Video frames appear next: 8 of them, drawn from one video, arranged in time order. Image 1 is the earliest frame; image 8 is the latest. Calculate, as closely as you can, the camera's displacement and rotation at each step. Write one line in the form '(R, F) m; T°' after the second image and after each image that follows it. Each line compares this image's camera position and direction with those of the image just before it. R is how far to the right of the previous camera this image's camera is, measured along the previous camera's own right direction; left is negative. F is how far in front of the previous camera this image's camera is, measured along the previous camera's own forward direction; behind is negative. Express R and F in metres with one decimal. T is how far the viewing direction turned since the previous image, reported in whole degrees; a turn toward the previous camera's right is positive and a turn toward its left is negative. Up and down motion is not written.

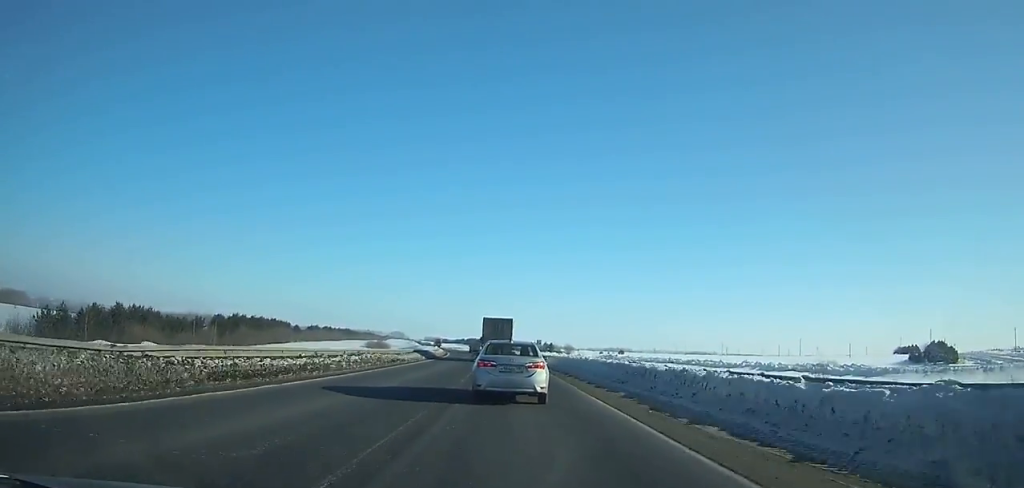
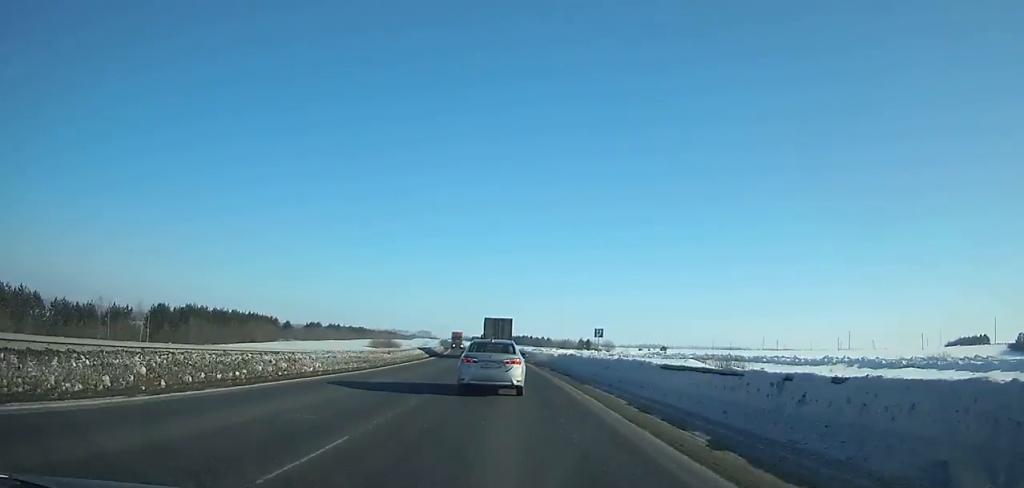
(-0.7, +42.5) m; -2°
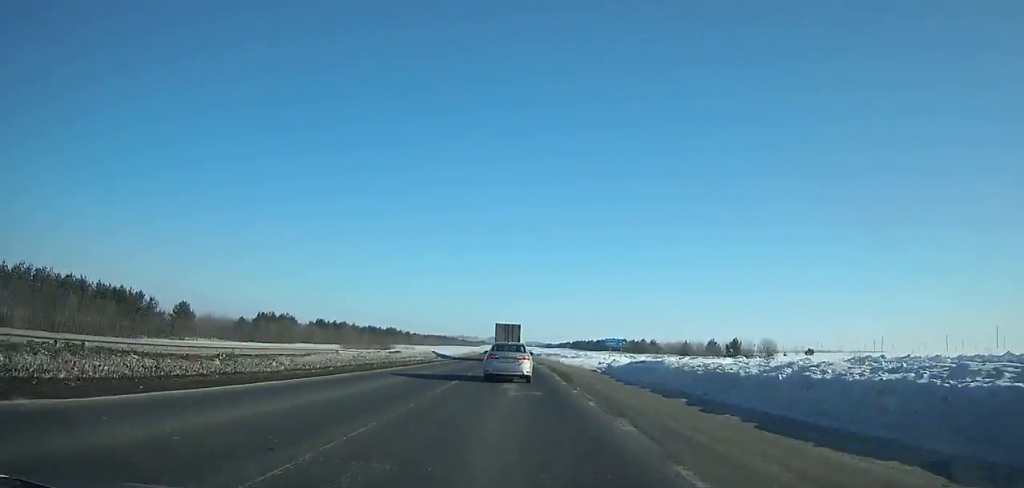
(-7.2, +114.9) m; -6°
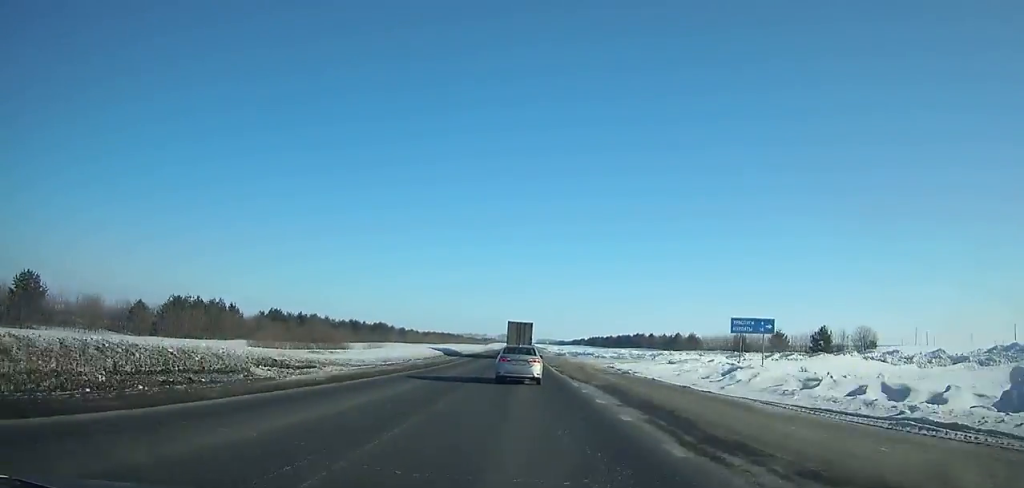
(-0.6, +46.6) m; 0°
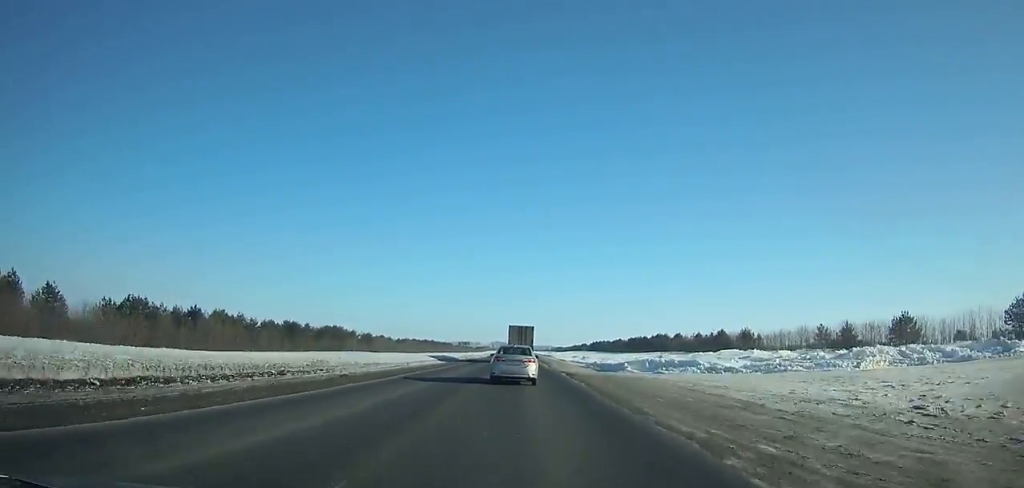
(+0.2, +58.3) m; 0°
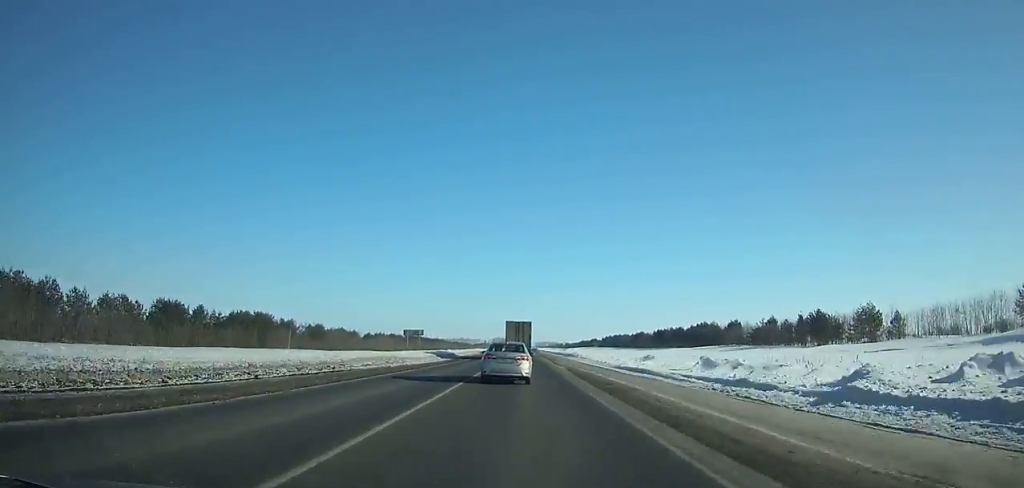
(+0.2, +61.3) m; 0°
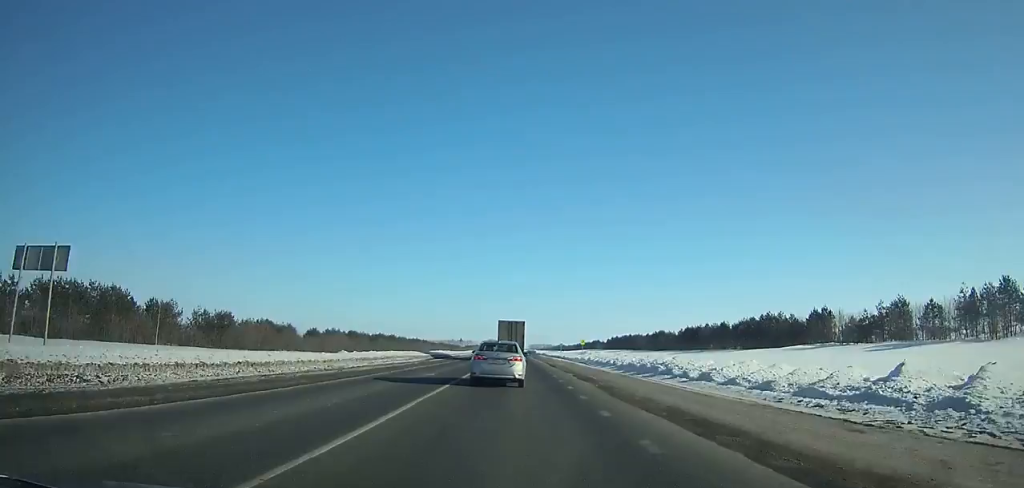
(0.0, +54.9) m; 0°
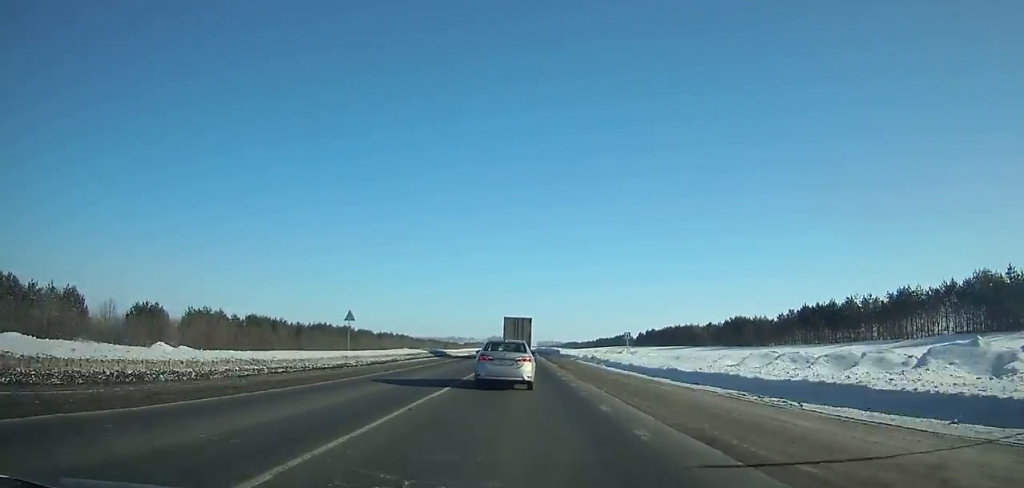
(0.0, +85.1) m; 0°
